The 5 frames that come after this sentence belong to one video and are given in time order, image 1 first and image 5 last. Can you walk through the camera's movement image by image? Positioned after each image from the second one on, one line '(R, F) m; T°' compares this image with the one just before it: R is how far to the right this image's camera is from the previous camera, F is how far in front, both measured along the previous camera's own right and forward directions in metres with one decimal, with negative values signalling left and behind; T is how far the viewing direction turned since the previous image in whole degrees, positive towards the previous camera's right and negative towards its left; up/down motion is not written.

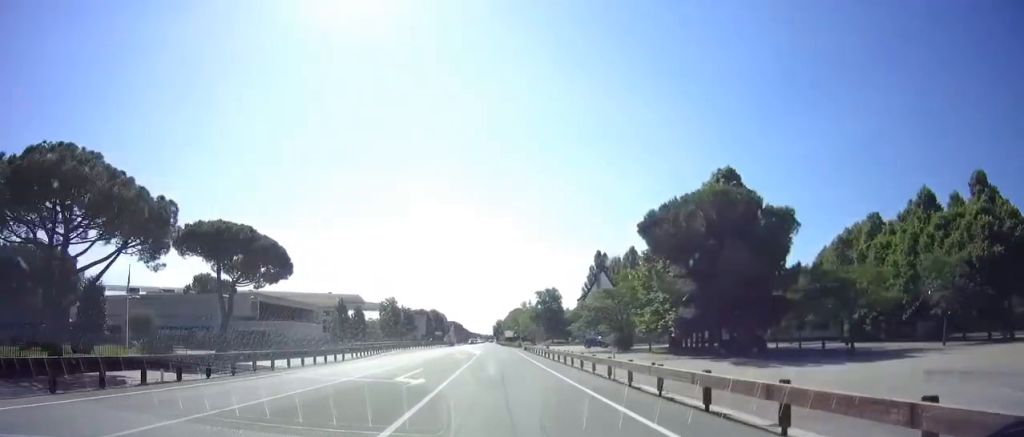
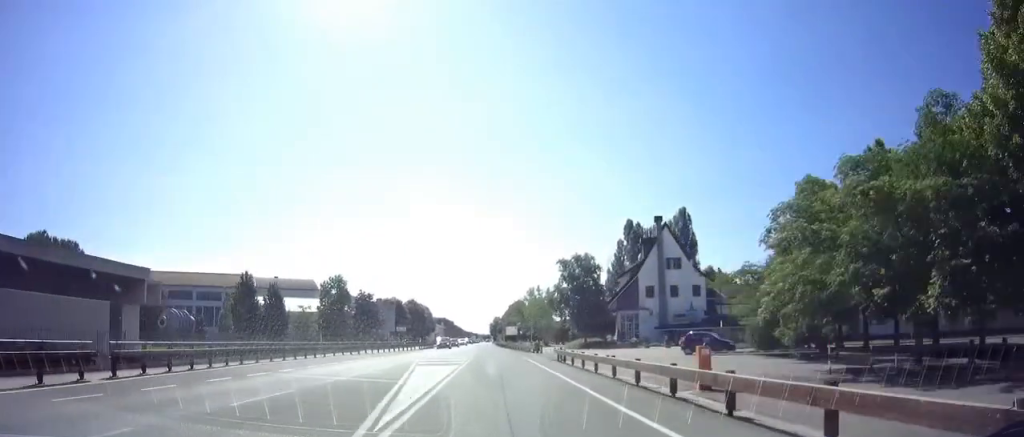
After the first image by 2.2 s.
(+0.3, +40.3) m; 0°
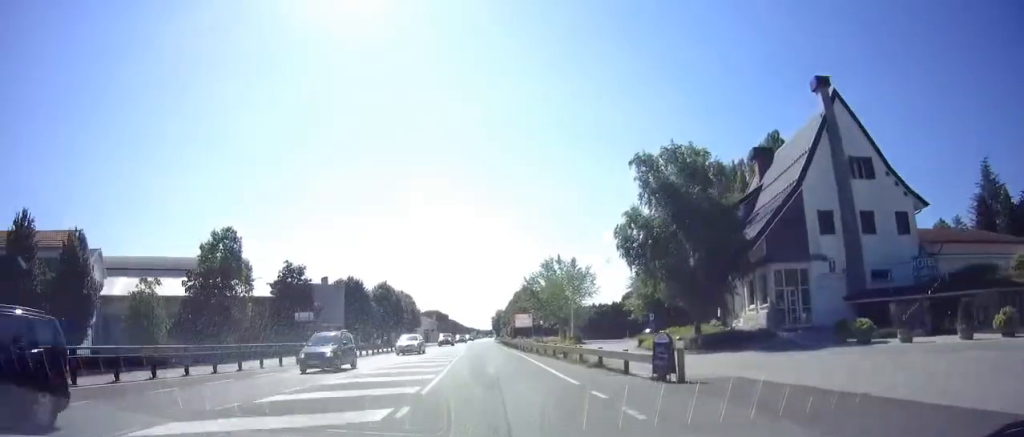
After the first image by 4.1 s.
(-0.2, +35.1) m; 0°
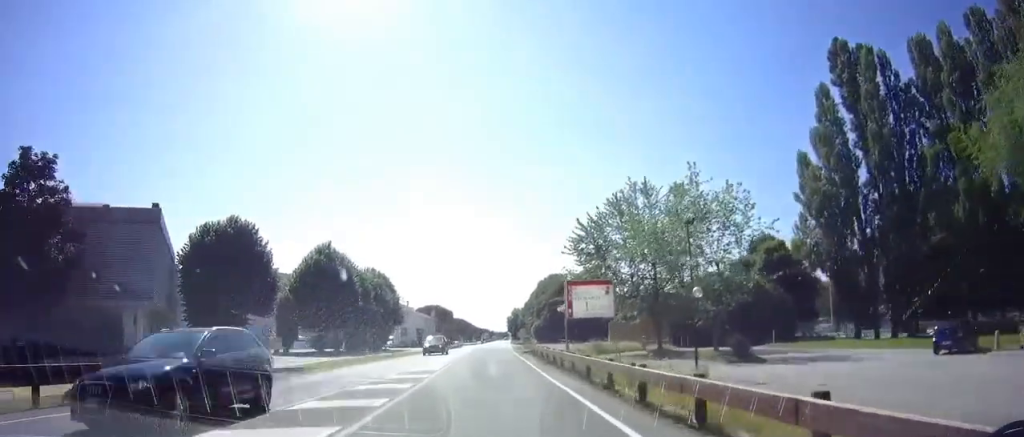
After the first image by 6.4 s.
(-0.4, +41.6) m; -1°
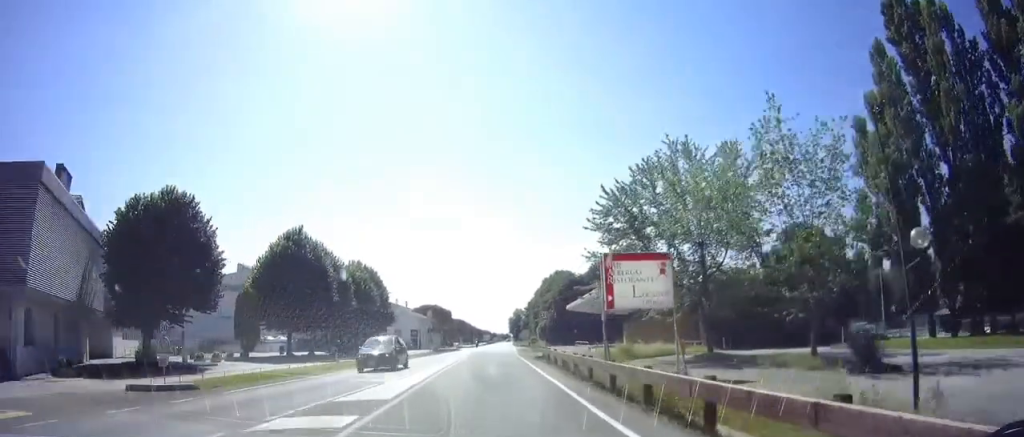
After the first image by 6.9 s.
(0.0, +9.3) m; 0°
